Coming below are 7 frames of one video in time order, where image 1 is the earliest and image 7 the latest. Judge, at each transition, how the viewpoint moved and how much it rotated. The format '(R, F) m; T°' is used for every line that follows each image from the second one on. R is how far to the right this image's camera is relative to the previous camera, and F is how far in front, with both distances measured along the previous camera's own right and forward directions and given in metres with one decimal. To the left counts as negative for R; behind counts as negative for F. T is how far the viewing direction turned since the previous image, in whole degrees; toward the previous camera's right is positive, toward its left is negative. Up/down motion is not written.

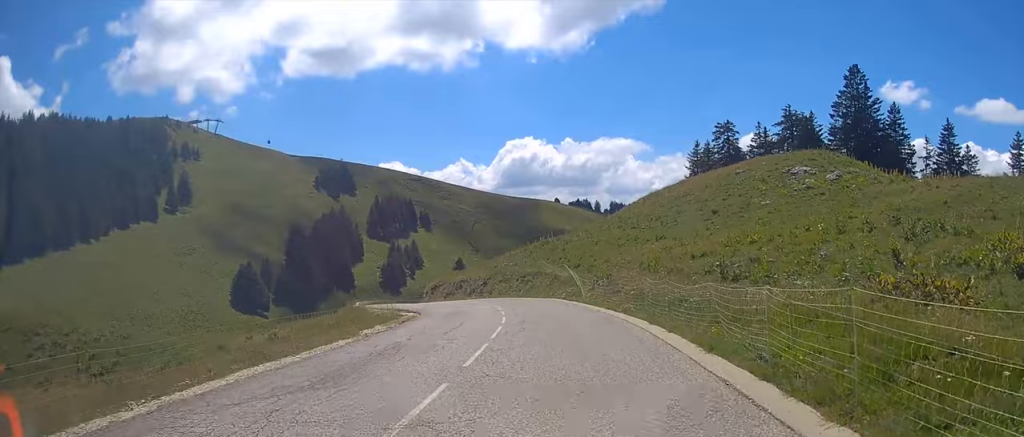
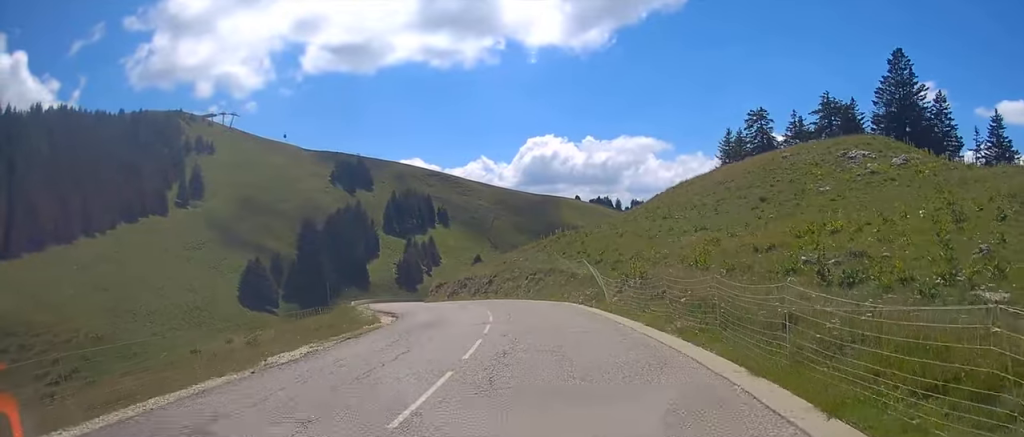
(+0.3, +8.1) m; -2°
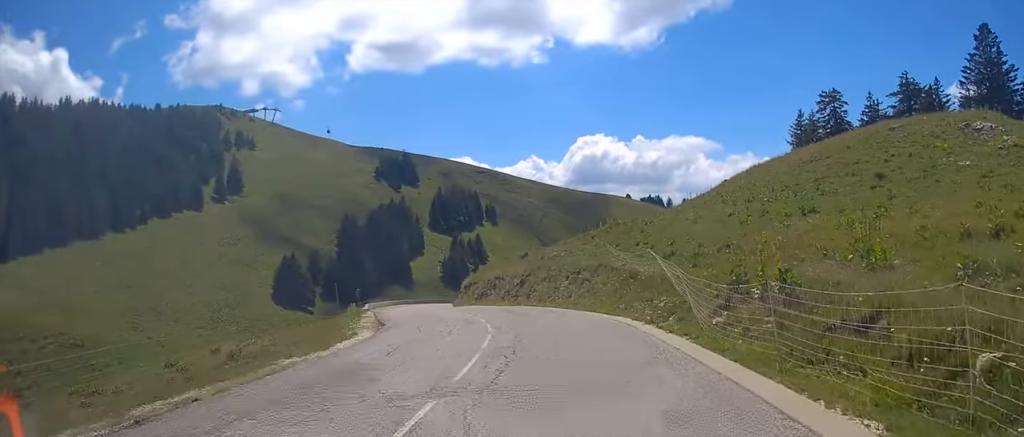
(-0.8, +10.7) m; -4°
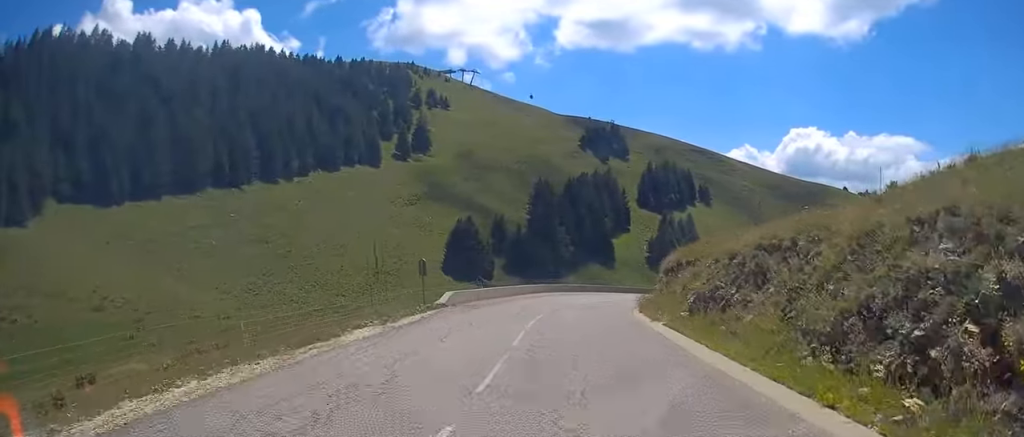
(-5.0, +32.1) m; -16°
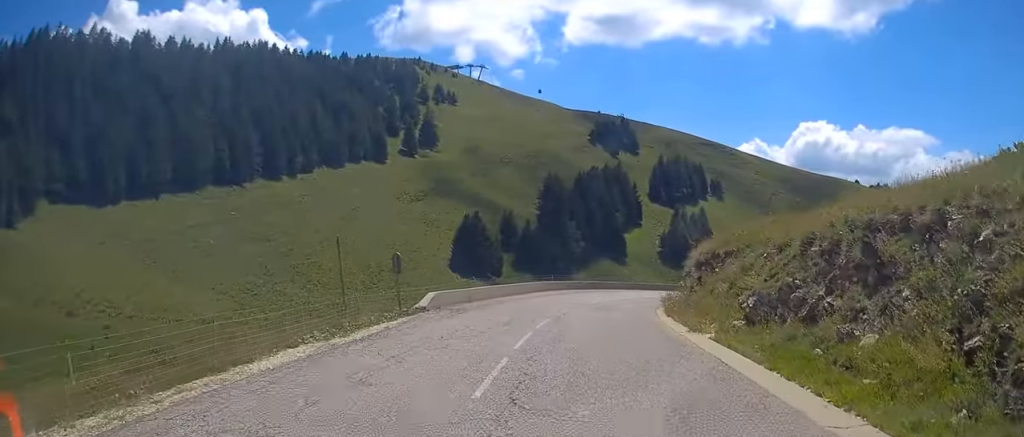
(0.0, +5.0) m; 0°
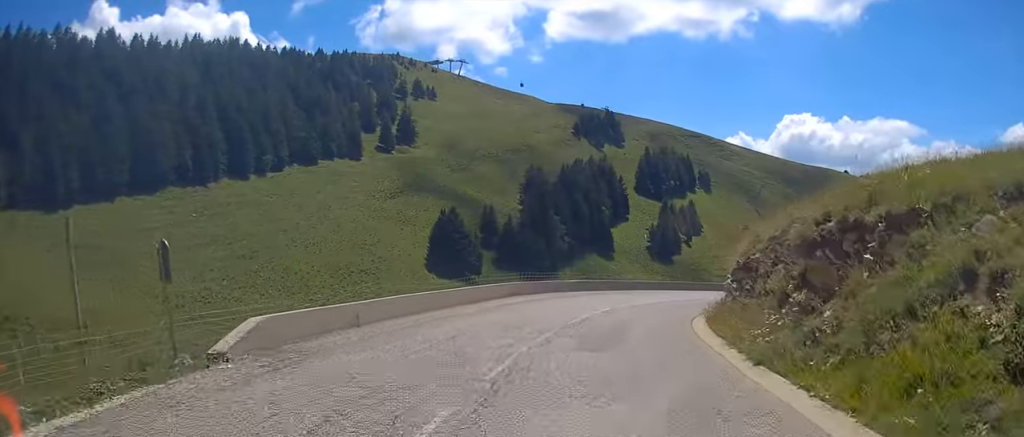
(+0.2, +11.5) m; +3°
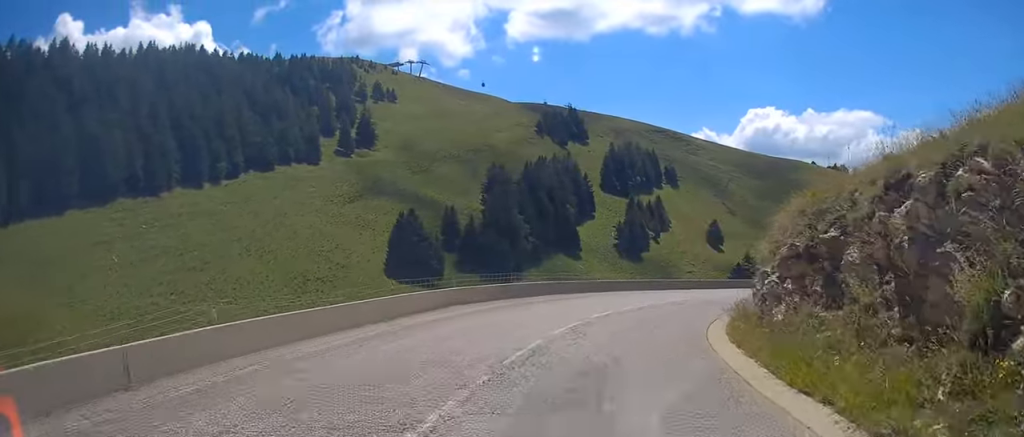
(+0.1, +6.8) m; +3°
